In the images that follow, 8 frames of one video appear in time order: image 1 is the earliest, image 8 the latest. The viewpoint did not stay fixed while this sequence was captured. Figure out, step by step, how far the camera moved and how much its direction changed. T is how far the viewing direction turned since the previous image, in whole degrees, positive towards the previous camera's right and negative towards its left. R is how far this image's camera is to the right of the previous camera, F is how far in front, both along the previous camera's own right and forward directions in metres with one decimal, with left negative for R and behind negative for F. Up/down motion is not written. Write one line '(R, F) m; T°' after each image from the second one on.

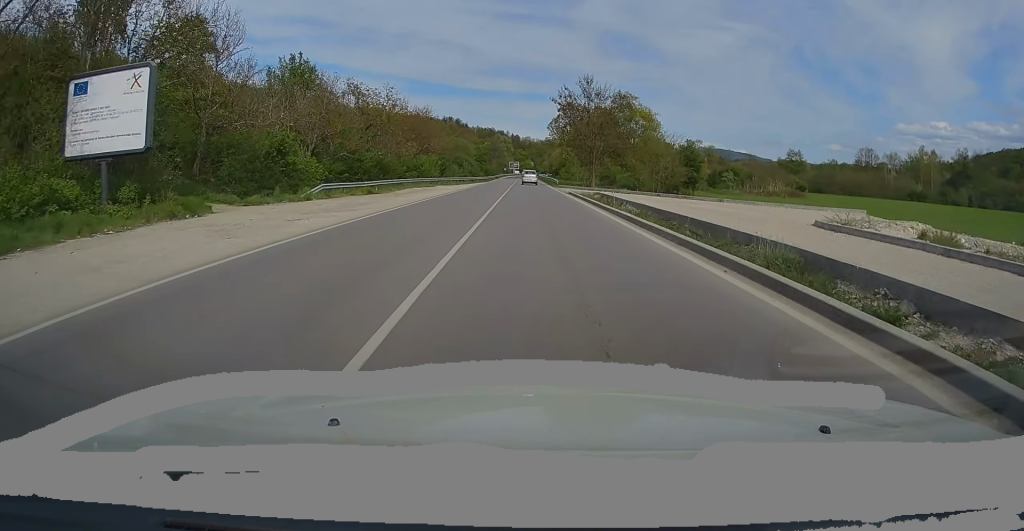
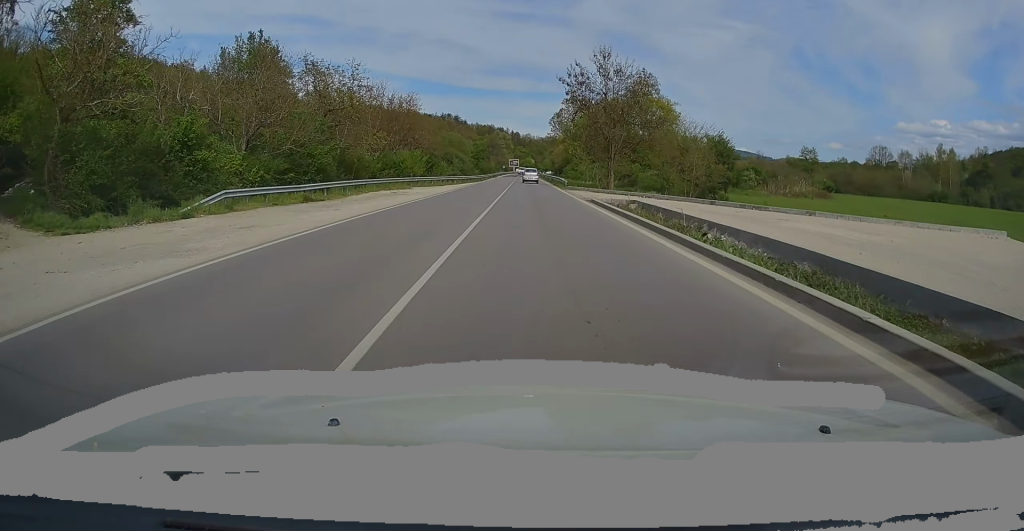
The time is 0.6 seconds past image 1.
(0.0, +13.3) m; 0°
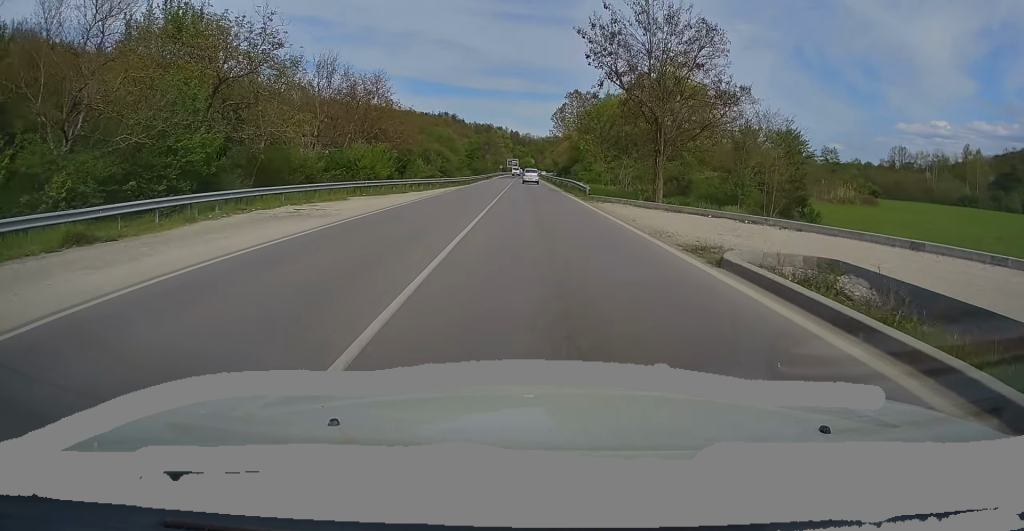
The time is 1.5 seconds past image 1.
(+0.1, +18.3) m; +1°
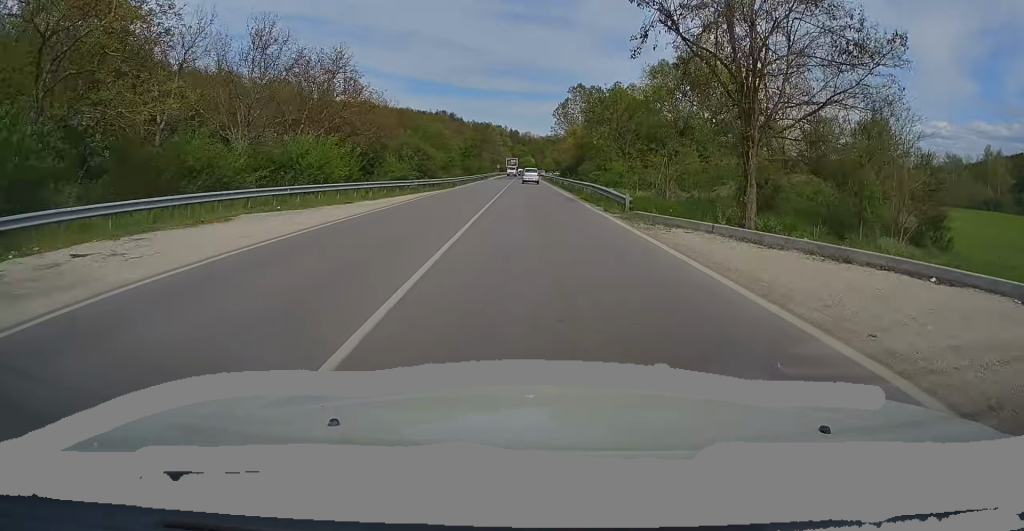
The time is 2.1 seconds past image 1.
(+0.3, +13.4) m; 0°
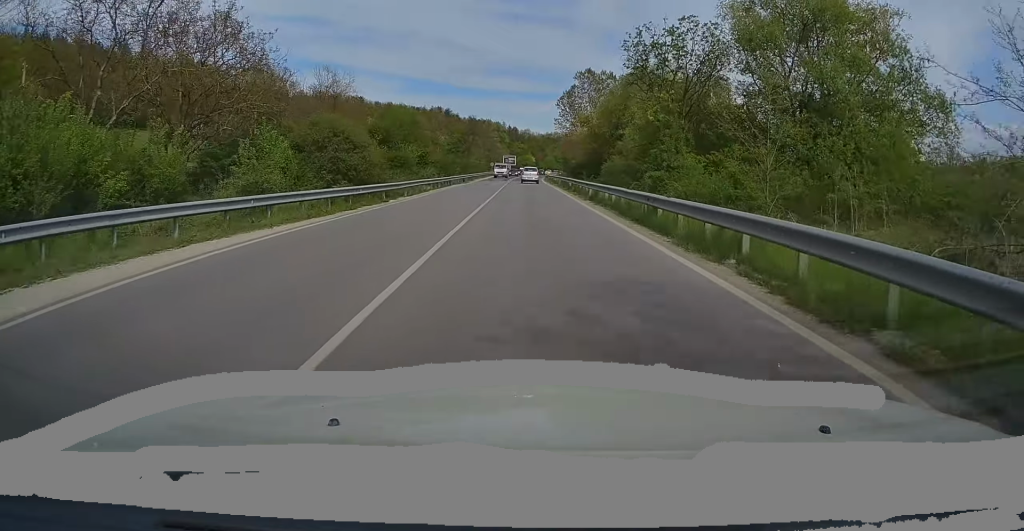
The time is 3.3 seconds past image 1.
(-0.4, +25.5) m; -1°
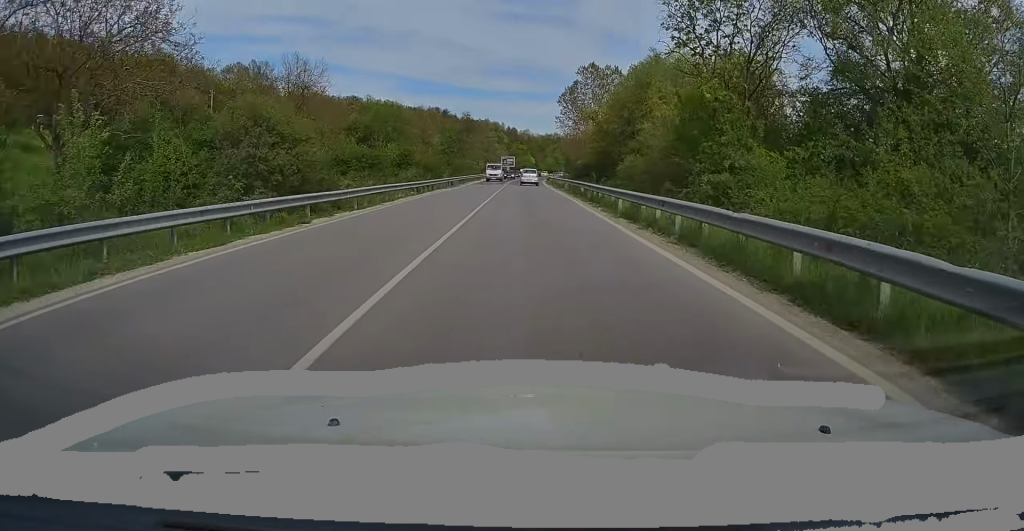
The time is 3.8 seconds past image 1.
(0.0, +9.9) m; +1°
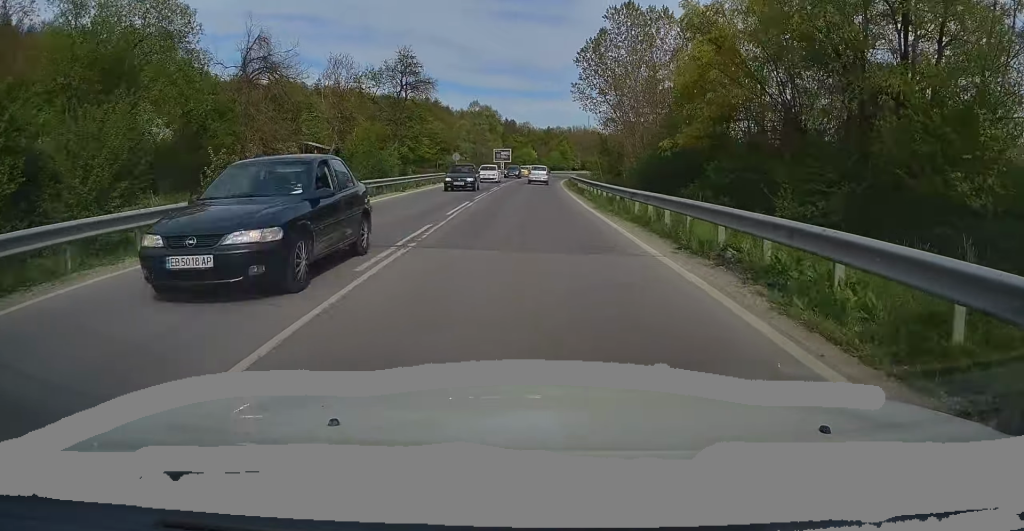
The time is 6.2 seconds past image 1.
(+0.3, +51.1) m; -1°
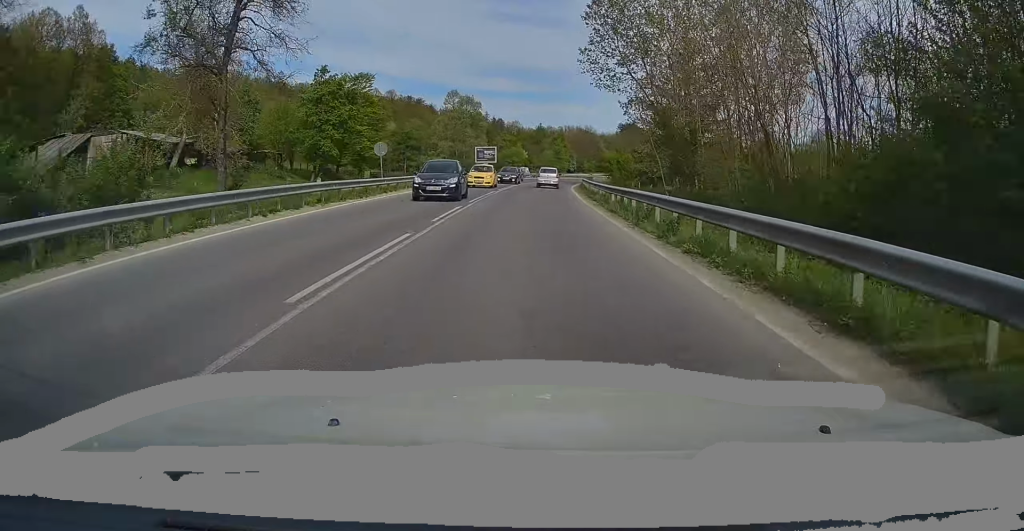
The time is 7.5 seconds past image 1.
(+0.3, +28.3) m; +2°
